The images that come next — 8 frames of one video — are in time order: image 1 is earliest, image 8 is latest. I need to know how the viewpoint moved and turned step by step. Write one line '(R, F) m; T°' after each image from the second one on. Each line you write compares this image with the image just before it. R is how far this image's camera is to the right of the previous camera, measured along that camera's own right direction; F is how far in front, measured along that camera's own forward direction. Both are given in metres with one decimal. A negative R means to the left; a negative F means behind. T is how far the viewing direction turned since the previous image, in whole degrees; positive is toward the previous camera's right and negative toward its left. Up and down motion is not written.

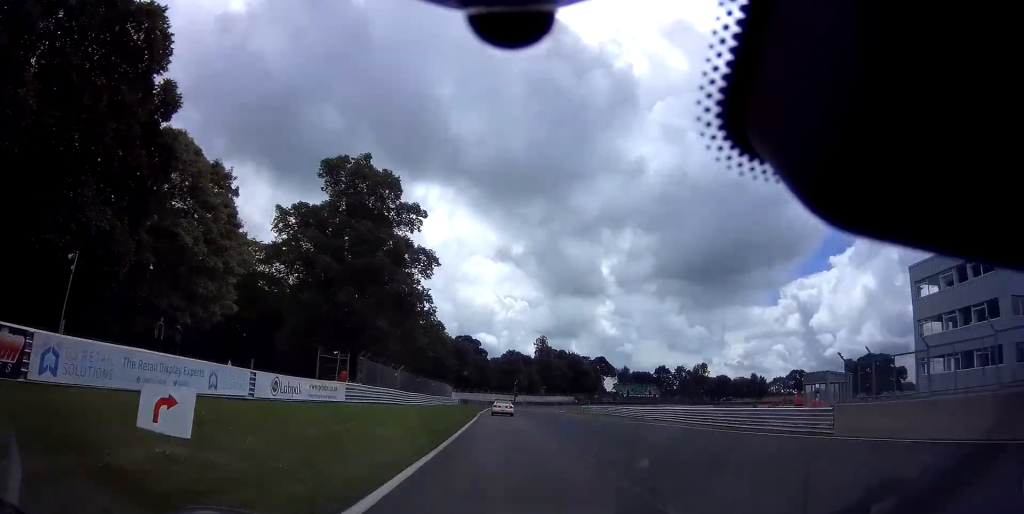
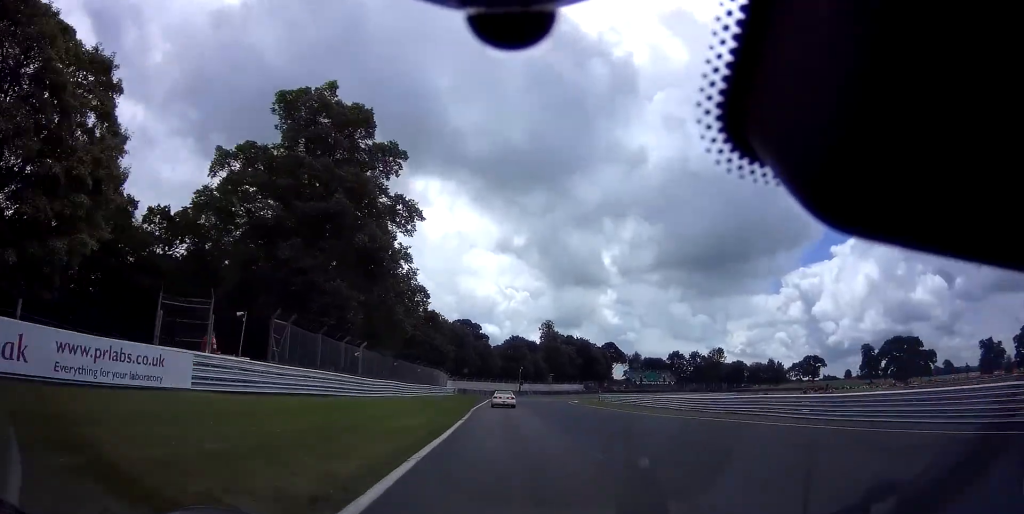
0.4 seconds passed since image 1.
(-0.1, +15.5) m; 0°
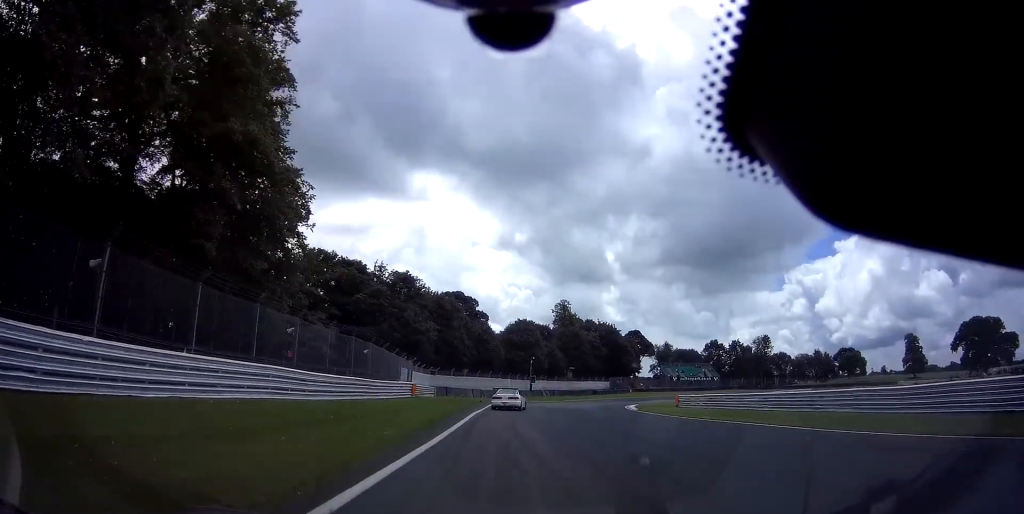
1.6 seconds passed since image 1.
(0.0, +38.6) m; +1°
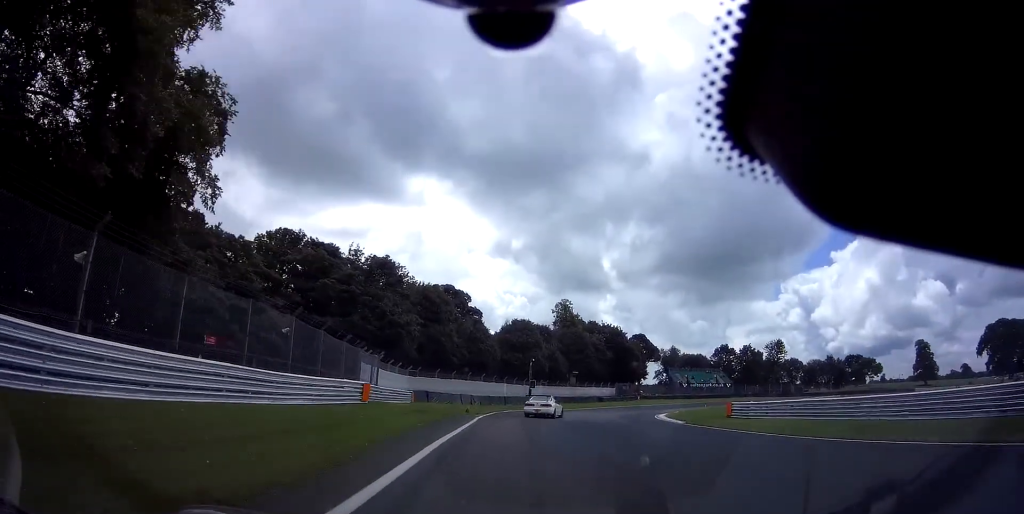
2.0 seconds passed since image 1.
(0.0, +12.6) m; +2°
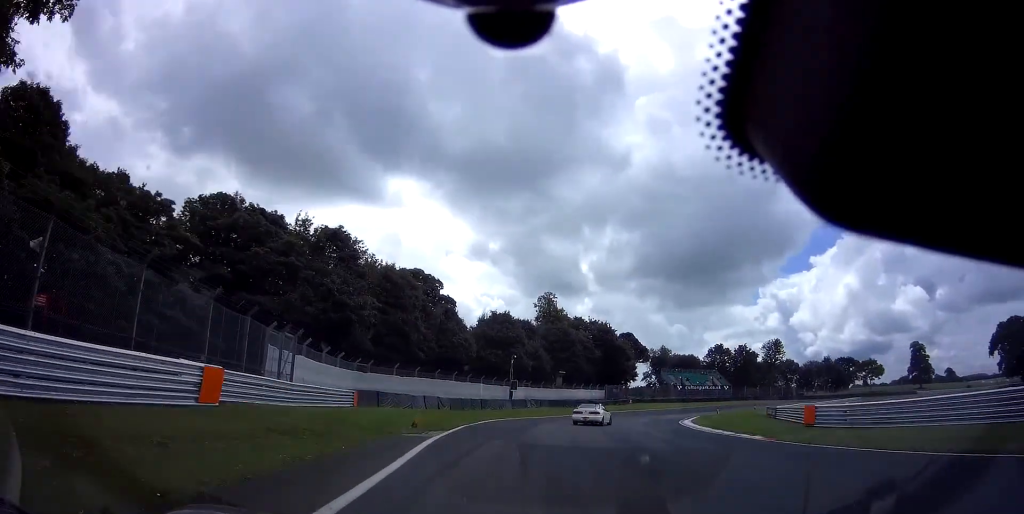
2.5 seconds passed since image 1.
(-0.4, +13.5) m; +2°
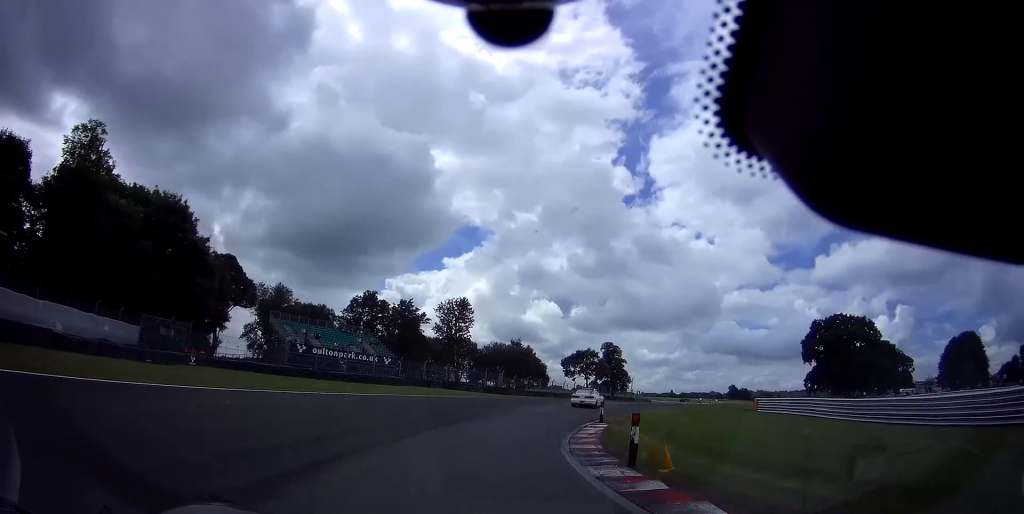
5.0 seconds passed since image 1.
(+19.7, +58.2) m; +38°
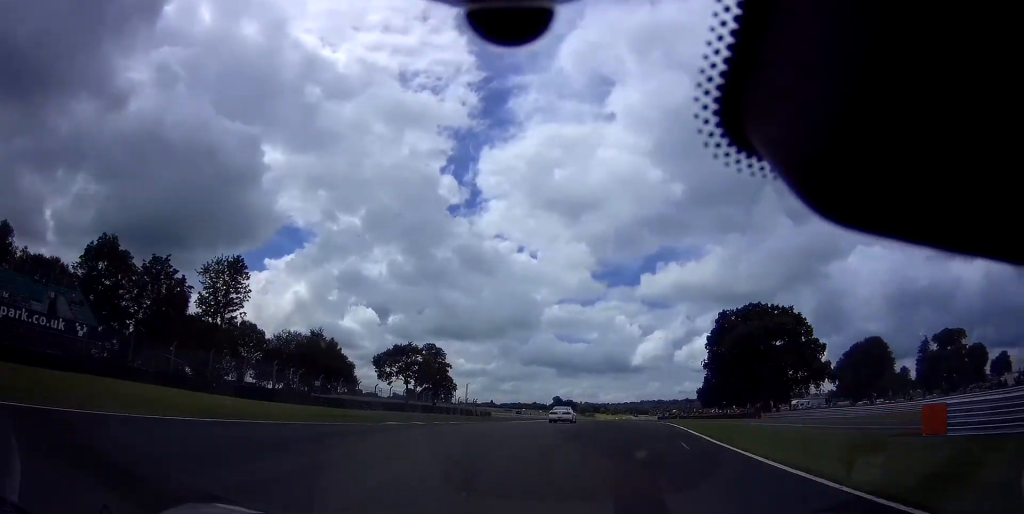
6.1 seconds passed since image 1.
(+5.0, +30.8) m; +17°
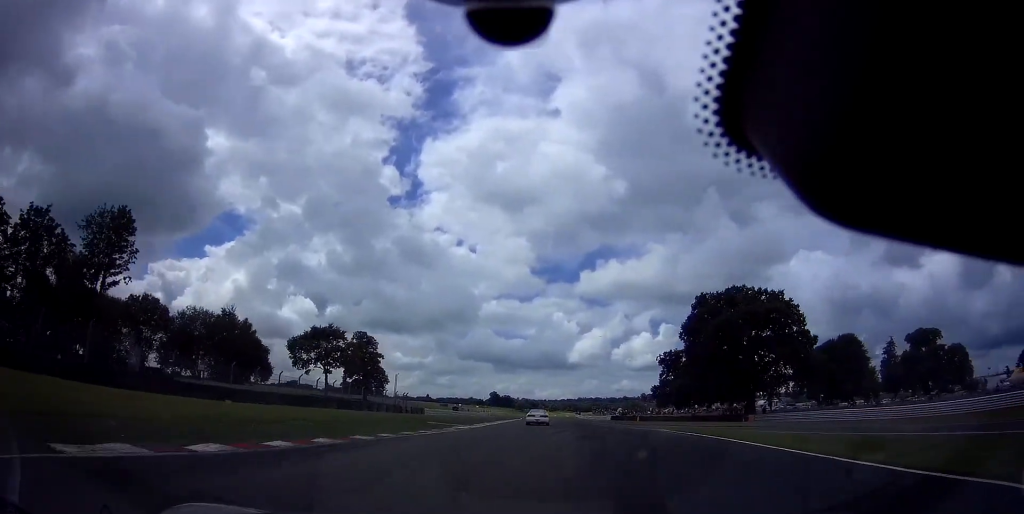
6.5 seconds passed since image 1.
(+0.2, +13.8) m; +7°
